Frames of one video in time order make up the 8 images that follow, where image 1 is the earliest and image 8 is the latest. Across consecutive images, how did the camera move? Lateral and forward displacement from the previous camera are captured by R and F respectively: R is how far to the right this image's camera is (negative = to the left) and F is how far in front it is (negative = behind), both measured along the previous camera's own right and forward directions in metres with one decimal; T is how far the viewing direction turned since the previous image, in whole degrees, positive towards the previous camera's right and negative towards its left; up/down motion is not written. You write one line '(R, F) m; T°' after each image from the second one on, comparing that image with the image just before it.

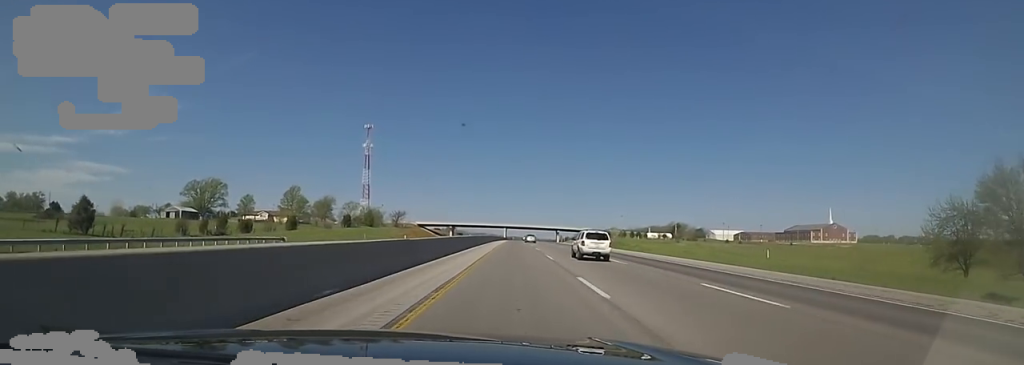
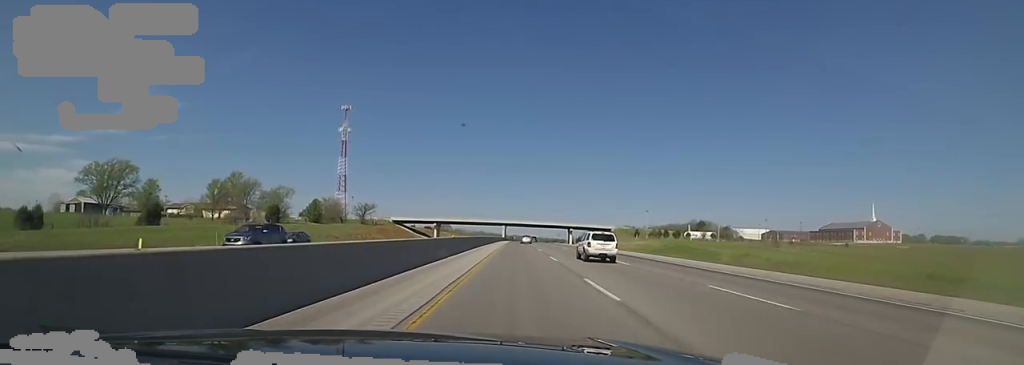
(+1.3, +45.8) m; +2°
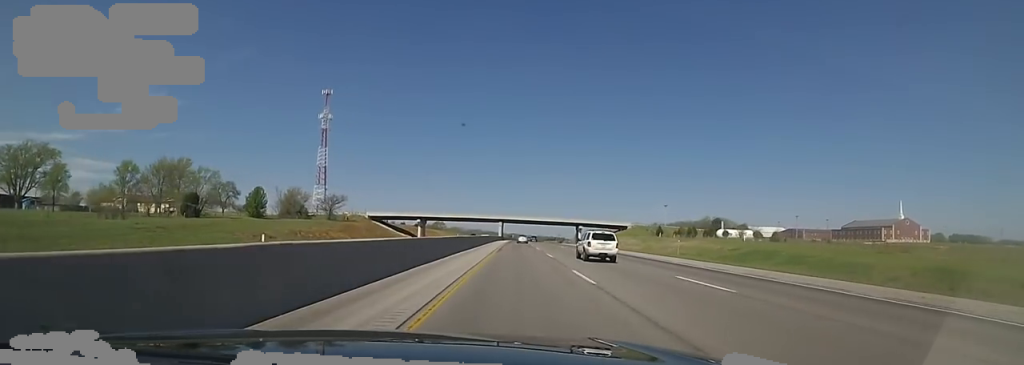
(0.0, +27.1) m; 0°
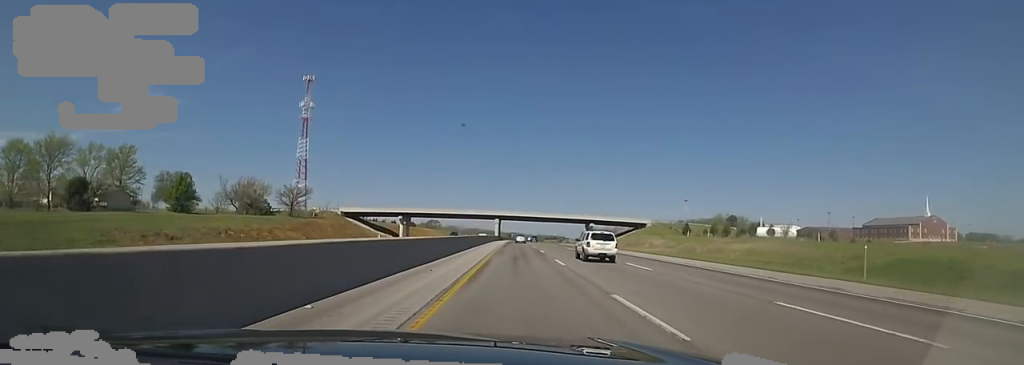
(0.0, +22.3) m; 0°
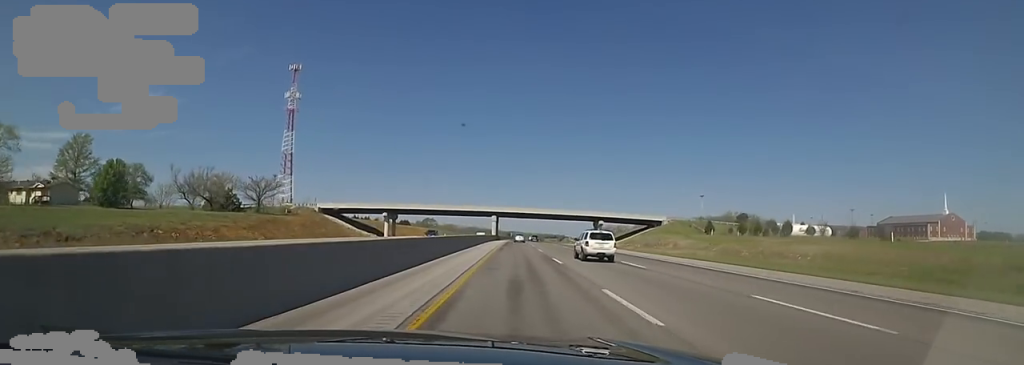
(0.0, +14.1) m; 0°
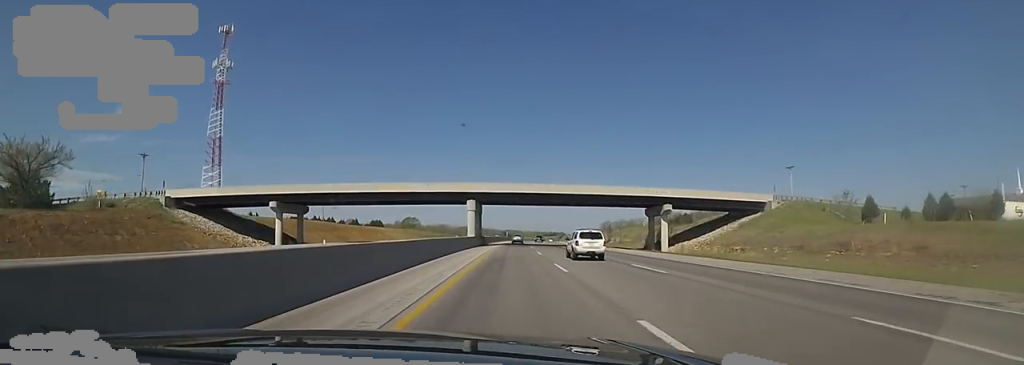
(-0.1, +50.6) m; 0°
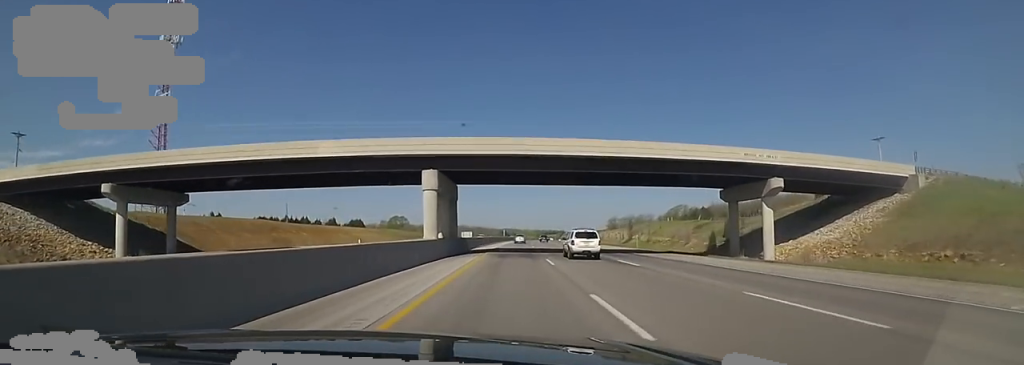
(0.0, +27.0) m; 0°
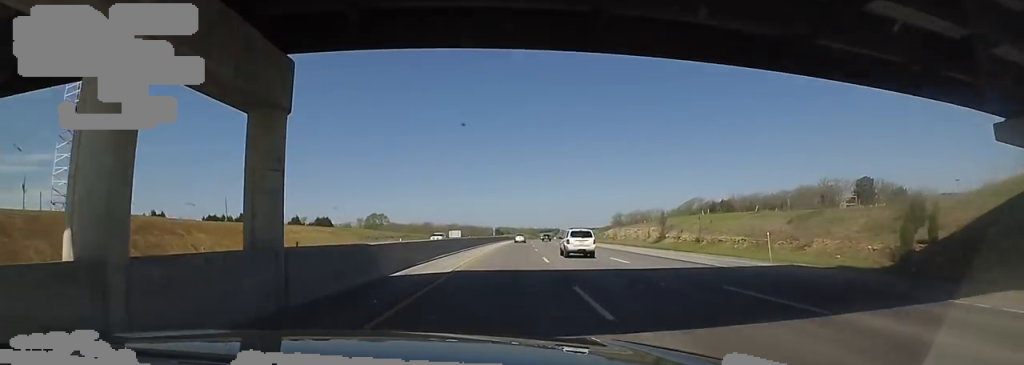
(+0.1, +29.2) m; 0°
